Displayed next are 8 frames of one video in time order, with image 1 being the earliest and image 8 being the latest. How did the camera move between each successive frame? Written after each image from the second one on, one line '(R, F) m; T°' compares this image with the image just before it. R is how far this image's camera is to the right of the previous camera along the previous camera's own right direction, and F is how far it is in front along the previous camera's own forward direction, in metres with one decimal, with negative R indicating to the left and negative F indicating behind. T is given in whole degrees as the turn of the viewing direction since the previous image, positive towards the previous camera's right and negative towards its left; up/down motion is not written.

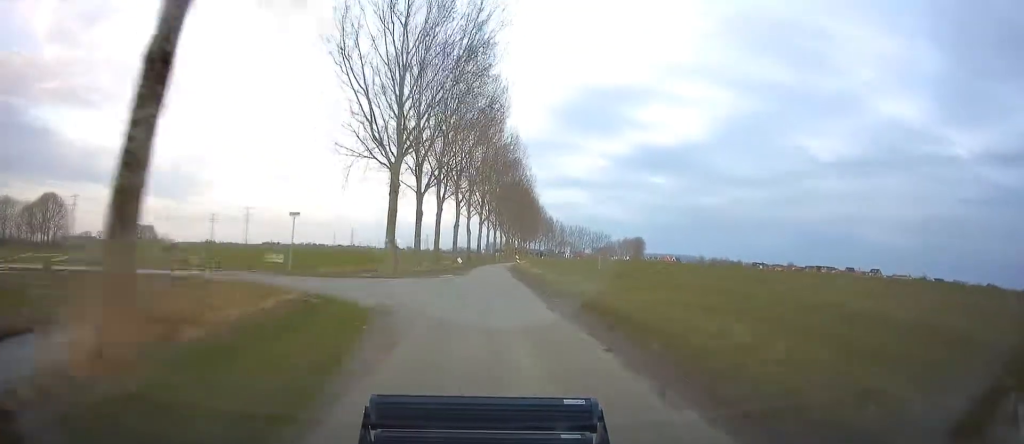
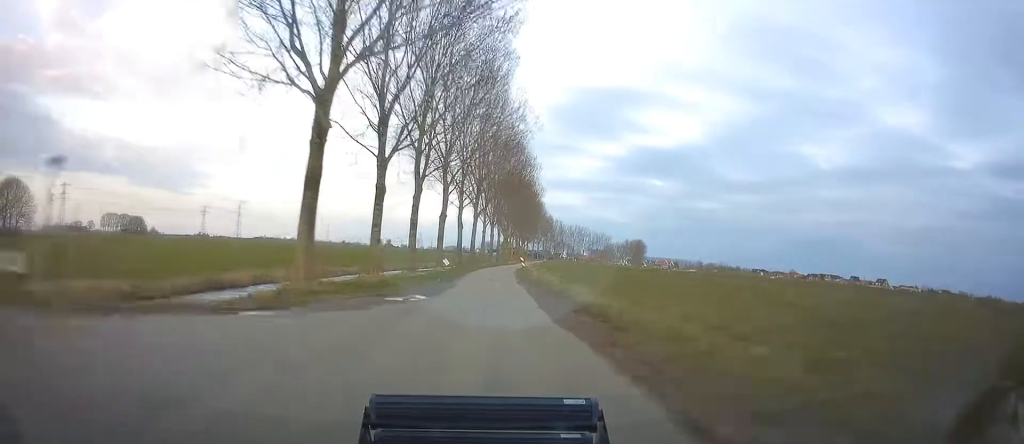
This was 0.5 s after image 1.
(-0.2, +16.6) m; 0°
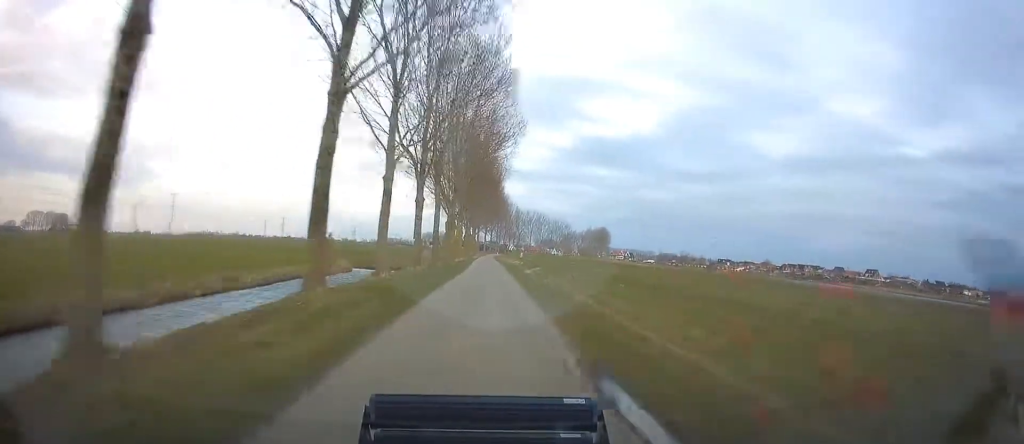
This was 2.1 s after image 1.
(+1.7, +52.0) m; +4°
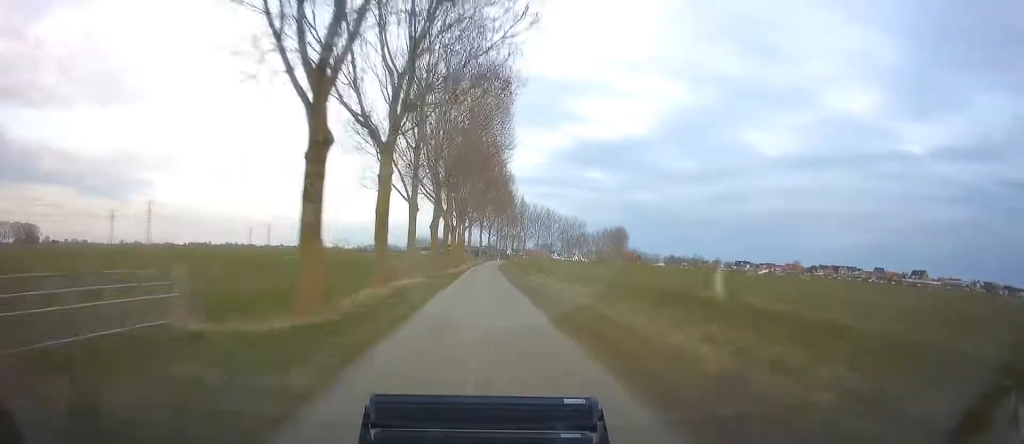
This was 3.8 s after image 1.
(+1.6, +56.8) m; +2°
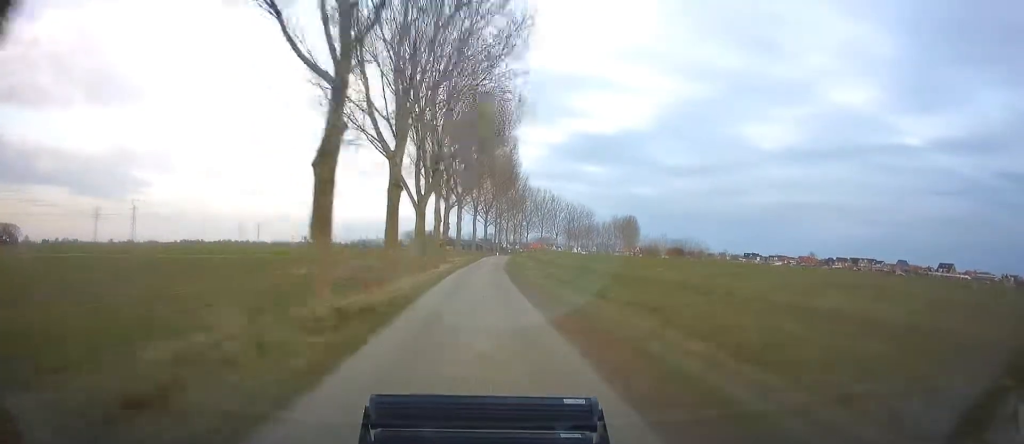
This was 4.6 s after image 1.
(0.0, +29.3) m; +1°
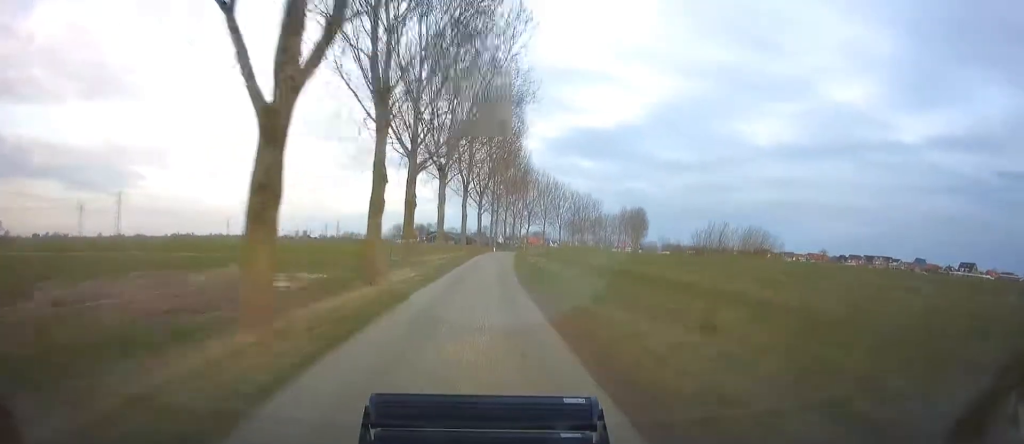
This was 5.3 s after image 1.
(+0.2, +24.9) m; +1°
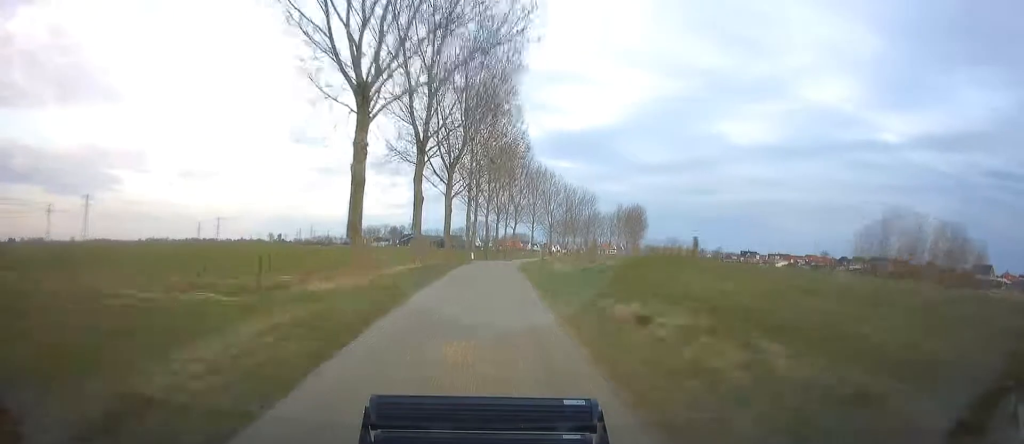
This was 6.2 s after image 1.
(+0.2, +29.9) m; +1°
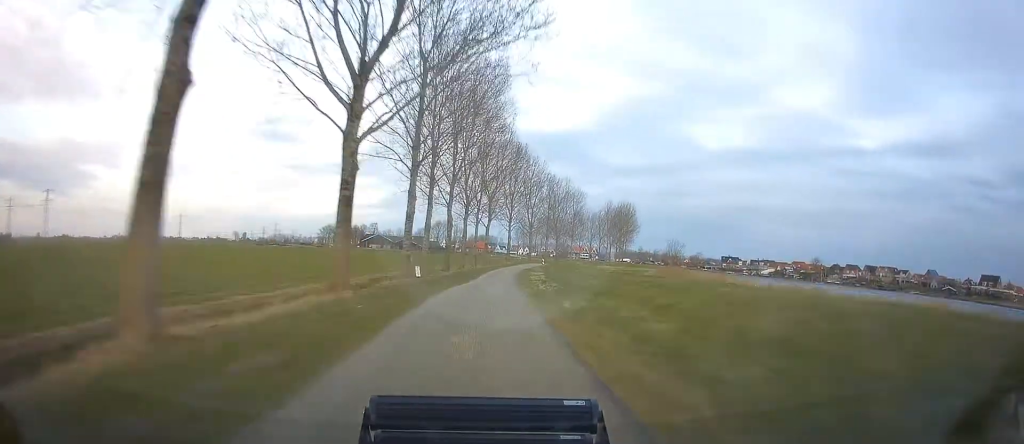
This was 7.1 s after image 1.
(+0.3, +28.4) m; +2°
